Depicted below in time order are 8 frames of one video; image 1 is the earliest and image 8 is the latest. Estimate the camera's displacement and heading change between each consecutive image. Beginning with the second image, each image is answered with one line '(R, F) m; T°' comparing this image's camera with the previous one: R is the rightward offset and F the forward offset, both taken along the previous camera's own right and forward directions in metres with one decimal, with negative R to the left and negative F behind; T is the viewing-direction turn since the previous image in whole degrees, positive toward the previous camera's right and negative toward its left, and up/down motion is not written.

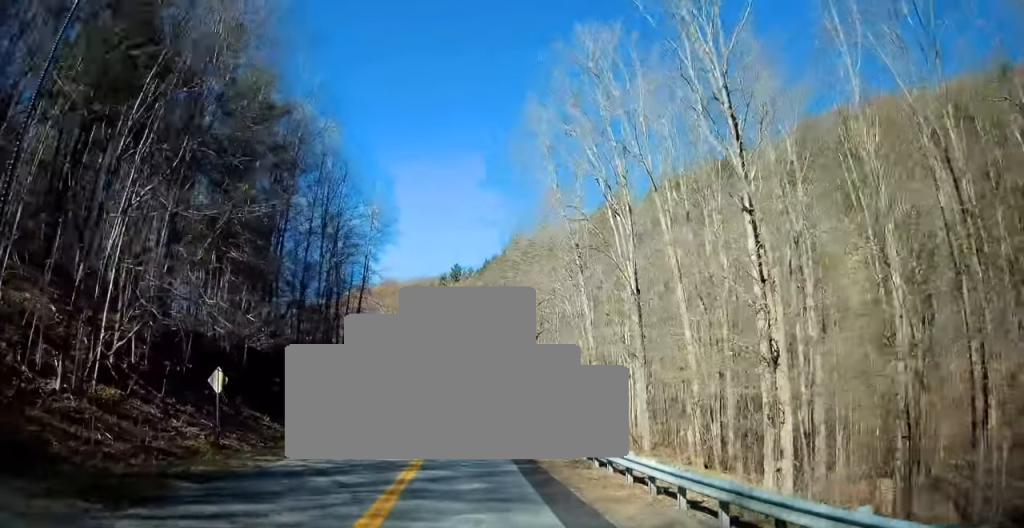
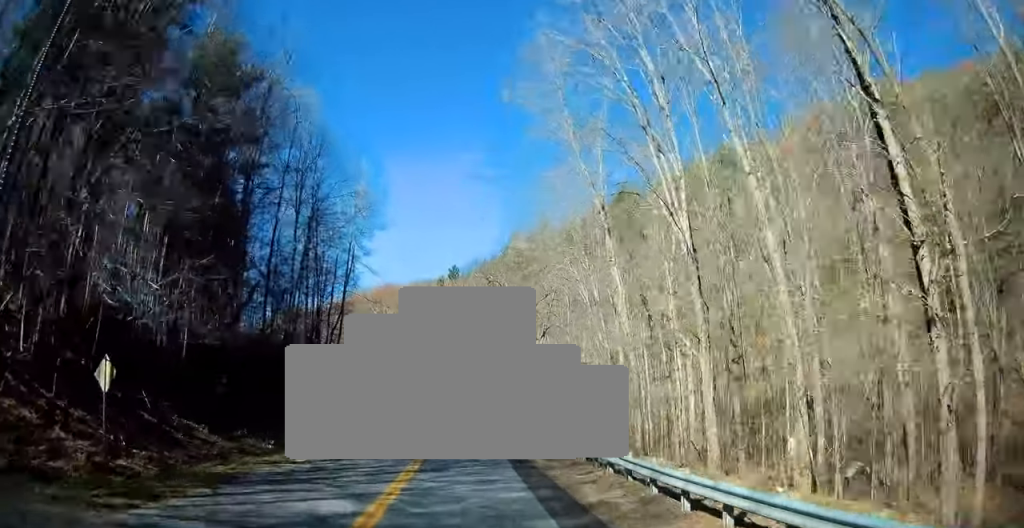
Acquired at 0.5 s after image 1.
(0.0, +7.9) m; -1°
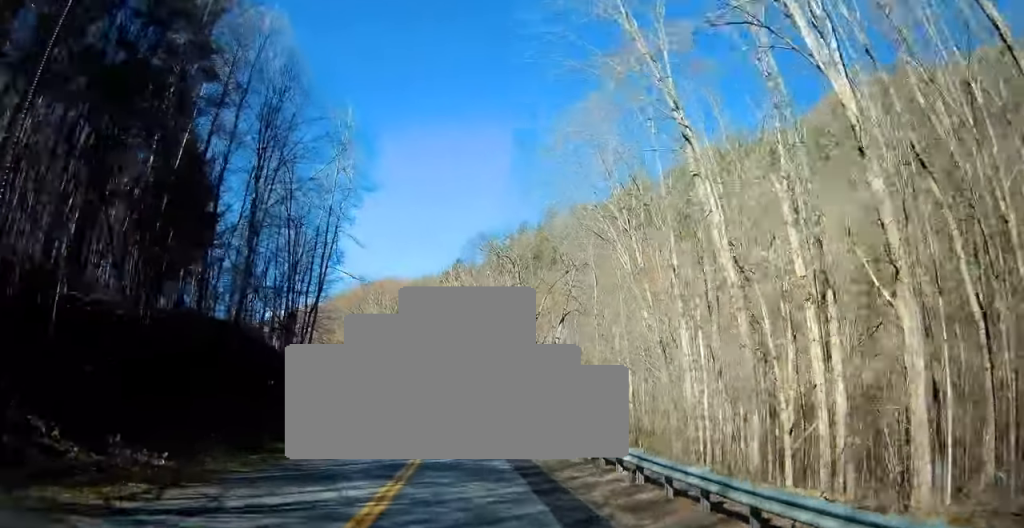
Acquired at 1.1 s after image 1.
(+0.1, +10.7) m; -1°
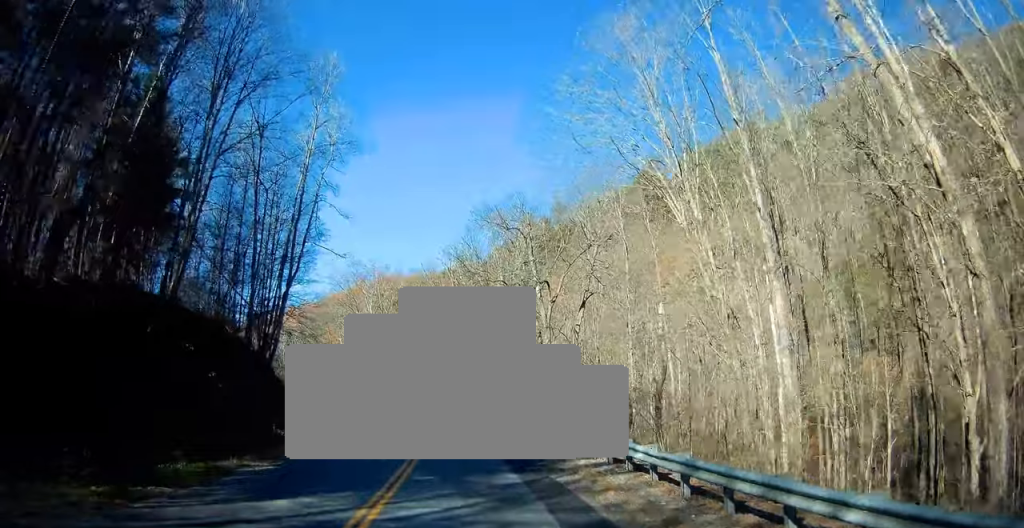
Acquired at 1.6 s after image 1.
(-0.3, +8.5) m; -1°
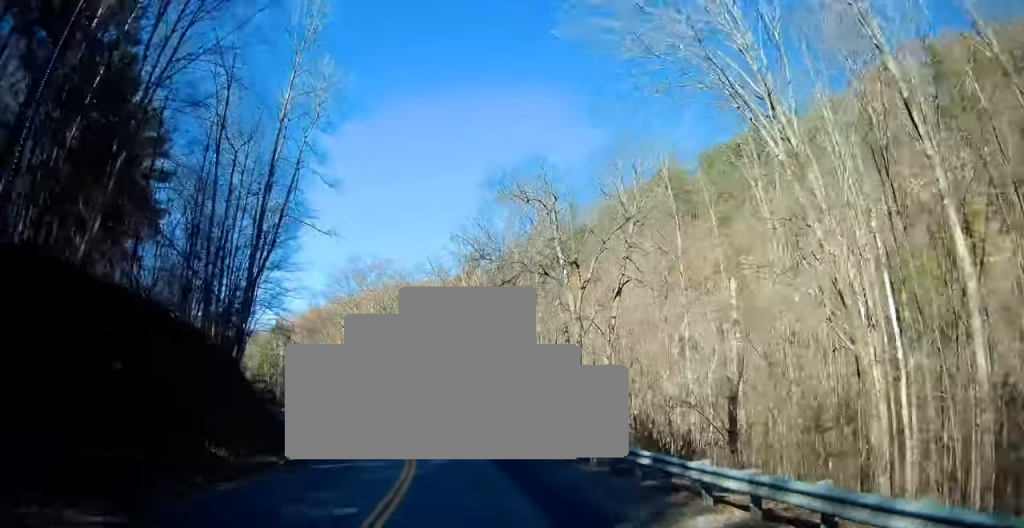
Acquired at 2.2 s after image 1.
(-0.1, +8.4) m; -1°
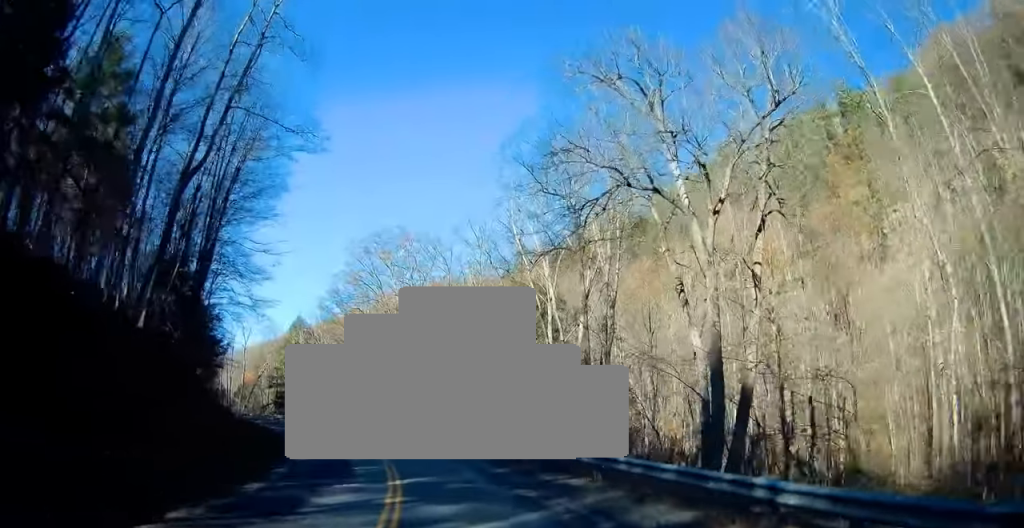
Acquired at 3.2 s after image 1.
(-0.2, +15.3) m; -3°
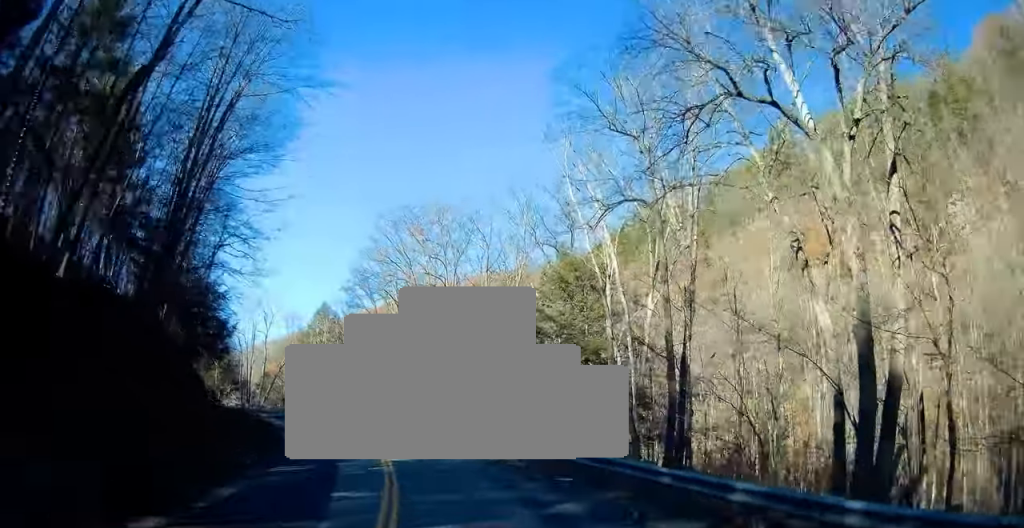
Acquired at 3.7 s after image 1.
(-0.3, +7.2) m; -3°
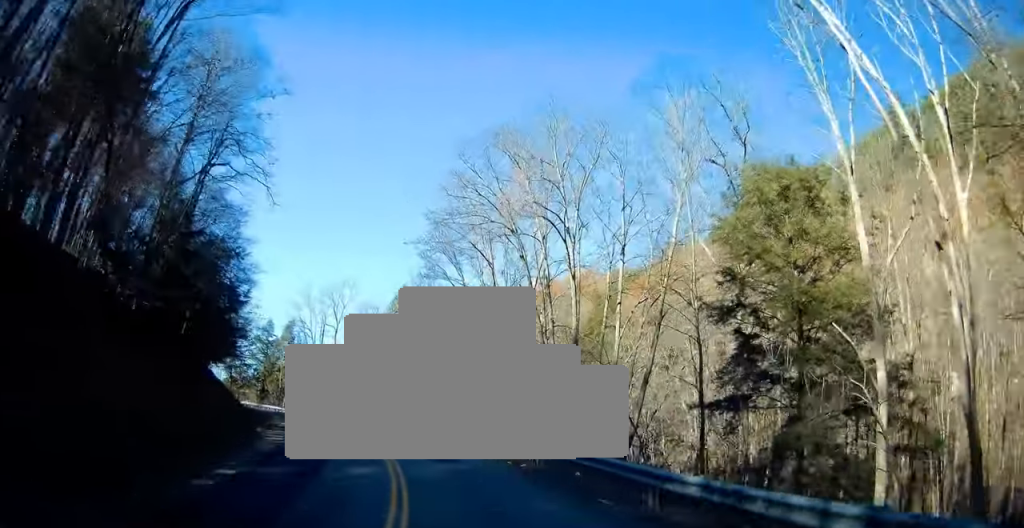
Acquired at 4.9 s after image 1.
(-0.9, +17.3) m; -9°
